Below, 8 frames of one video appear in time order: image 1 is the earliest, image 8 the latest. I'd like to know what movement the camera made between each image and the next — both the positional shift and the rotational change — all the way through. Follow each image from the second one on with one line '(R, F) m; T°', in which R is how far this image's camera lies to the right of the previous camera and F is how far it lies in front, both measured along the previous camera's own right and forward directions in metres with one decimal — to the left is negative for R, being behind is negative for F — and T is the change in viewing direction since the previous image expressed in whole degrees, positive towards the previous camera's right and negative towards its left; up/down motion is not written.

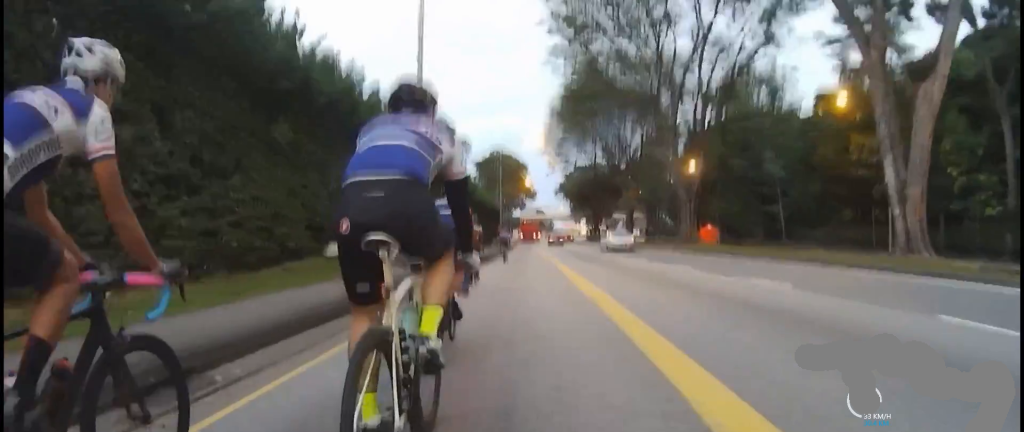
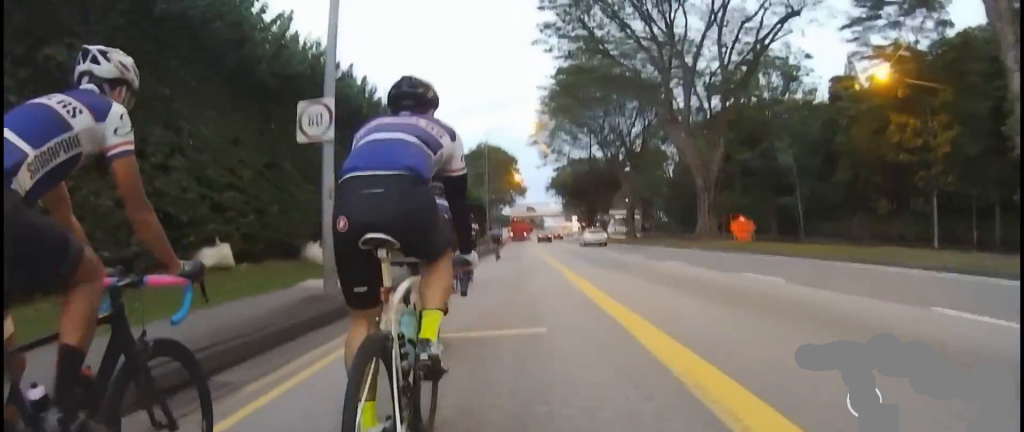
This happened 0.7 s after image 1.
(+0.2, +6.0) m; +2°
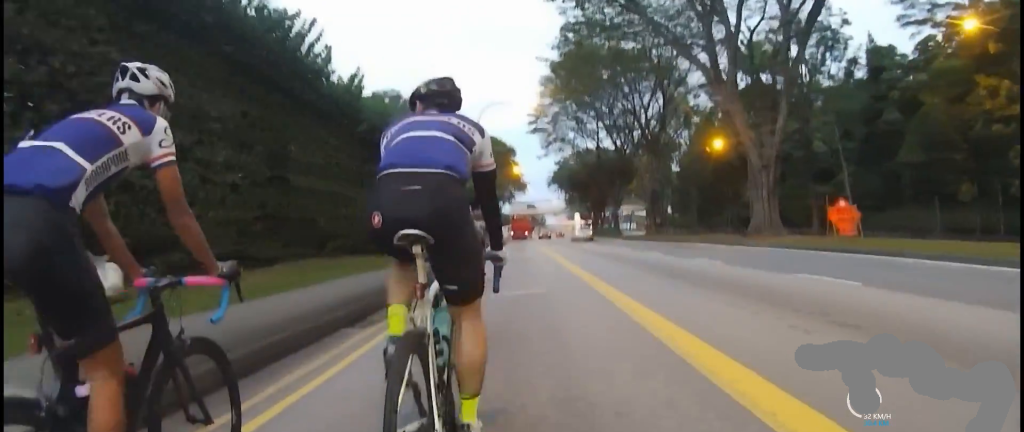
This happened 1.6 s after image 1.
(0.0, +8.3) m; 0°
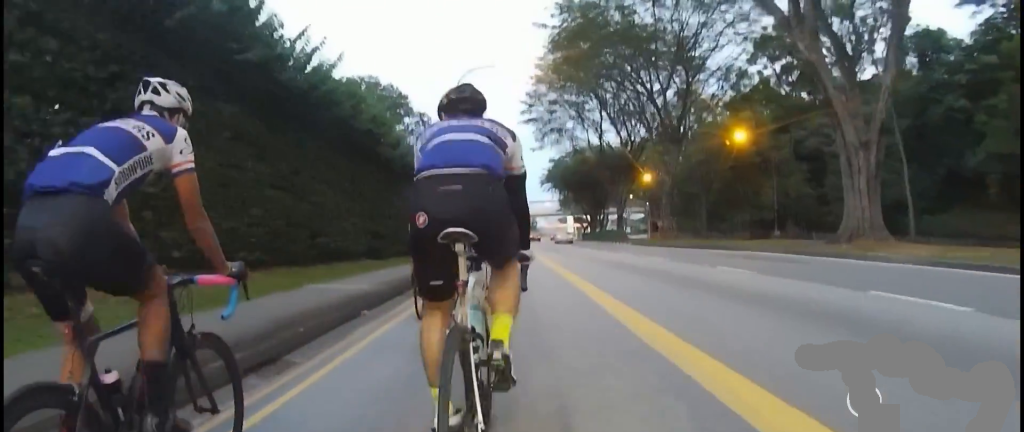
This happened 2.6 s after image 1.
(0.0, +8.4) m; +2°
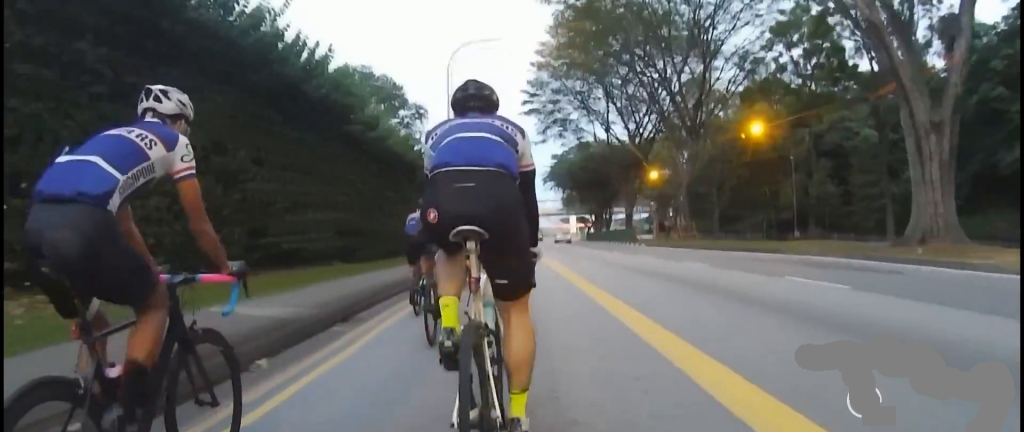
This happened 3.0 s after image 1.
(-0.1, +3.4) m; +3°
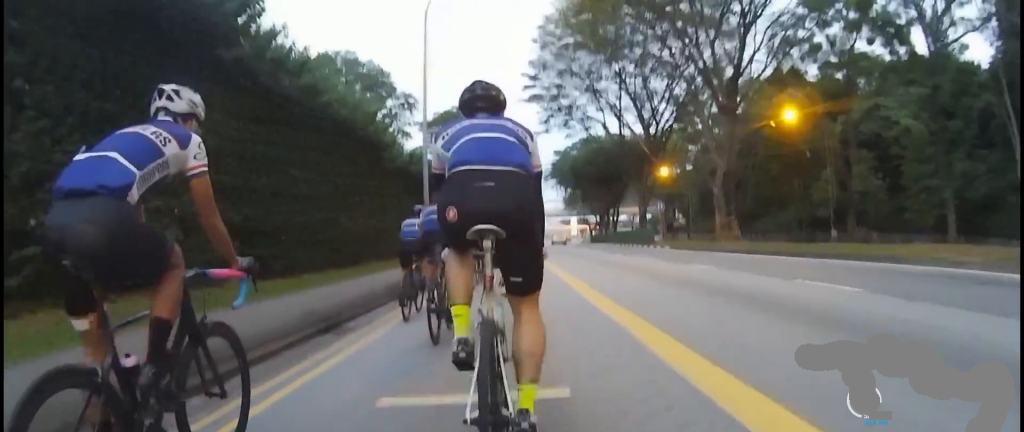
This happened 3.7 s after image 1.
(+0.4, +6.1) m; +2°
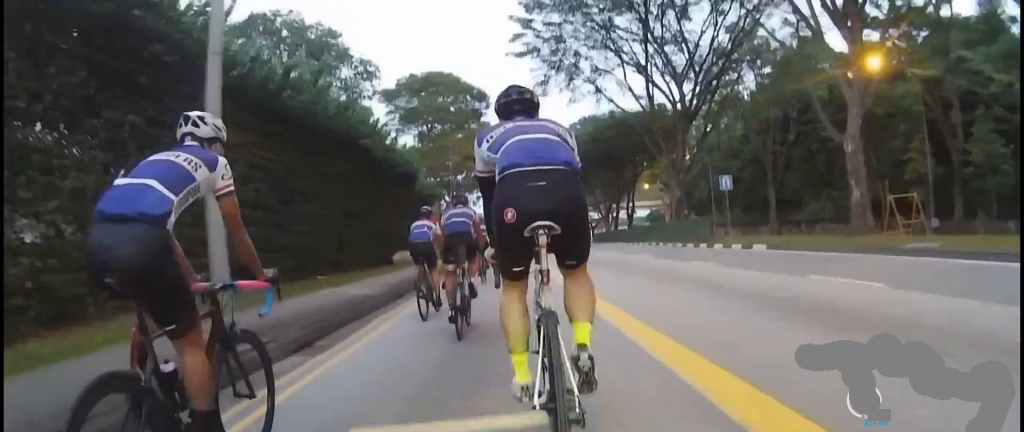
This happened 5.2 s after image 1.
(-0.4, +12.2) m; -7°
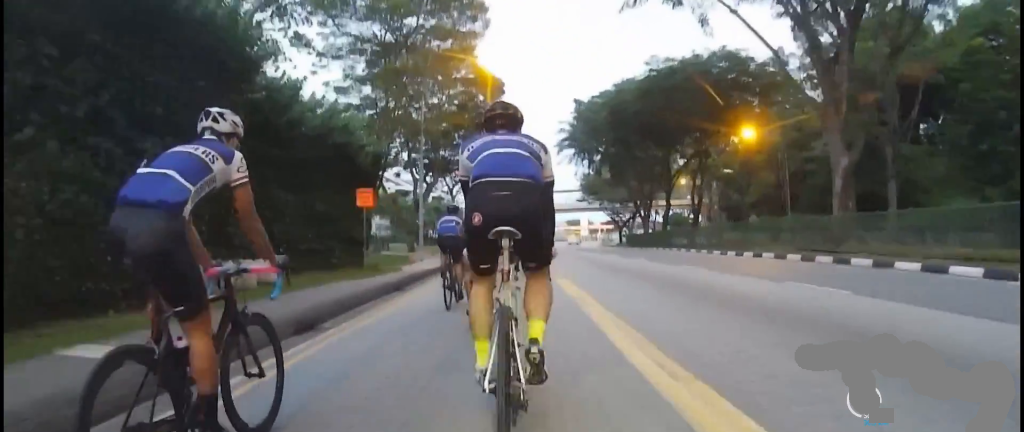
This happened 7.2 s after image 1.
(-0.2, +17.2) m; -1°
